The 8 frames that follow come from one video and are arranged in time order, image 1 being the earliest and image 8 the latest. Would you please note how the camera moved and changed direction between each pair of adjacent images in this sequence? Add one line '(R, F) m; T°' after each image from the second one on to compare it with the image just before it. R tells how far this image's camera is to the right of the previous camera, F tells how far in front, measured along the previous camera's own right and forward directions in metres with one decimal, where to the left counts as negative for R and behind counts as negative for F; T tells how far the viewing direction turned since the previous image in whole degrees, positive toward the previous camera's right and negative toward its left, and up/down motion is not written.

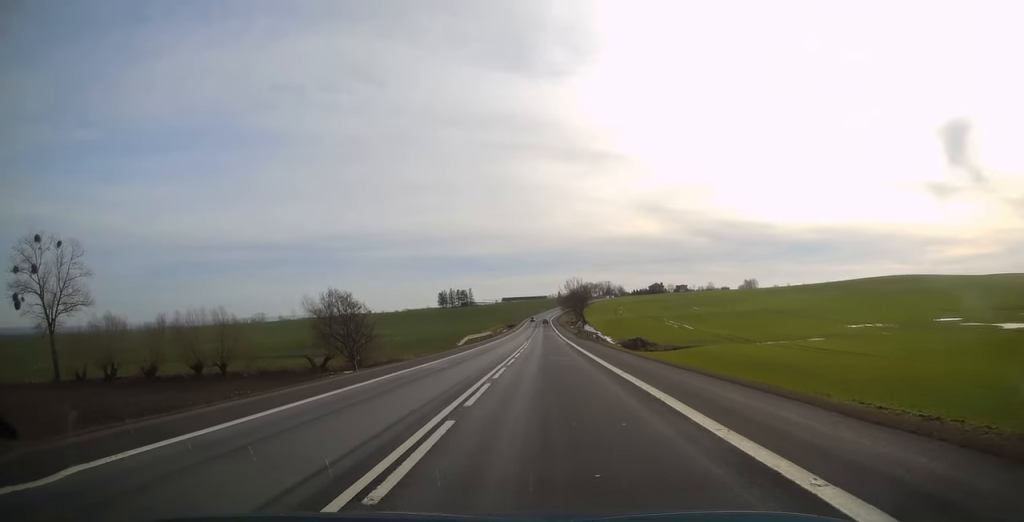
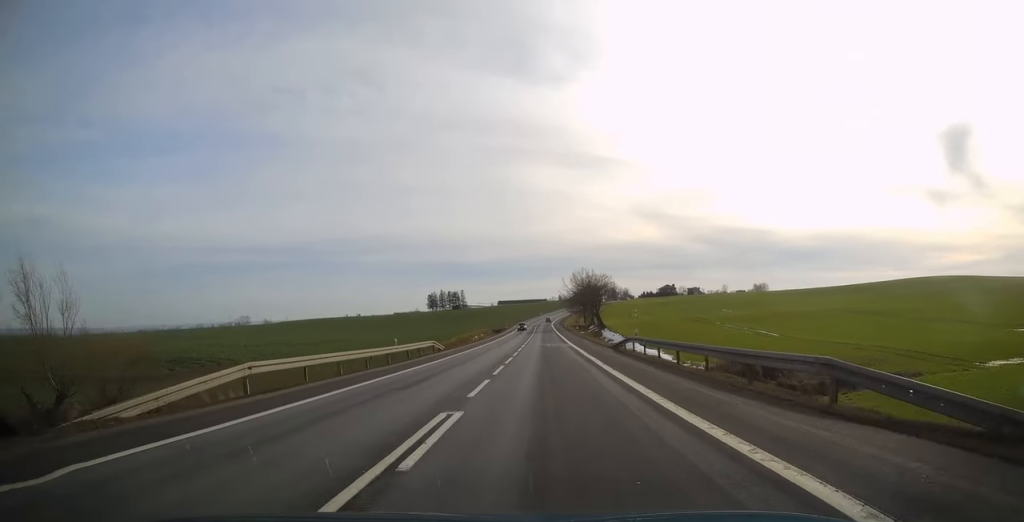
(+0.3, +46.7) m; 0°
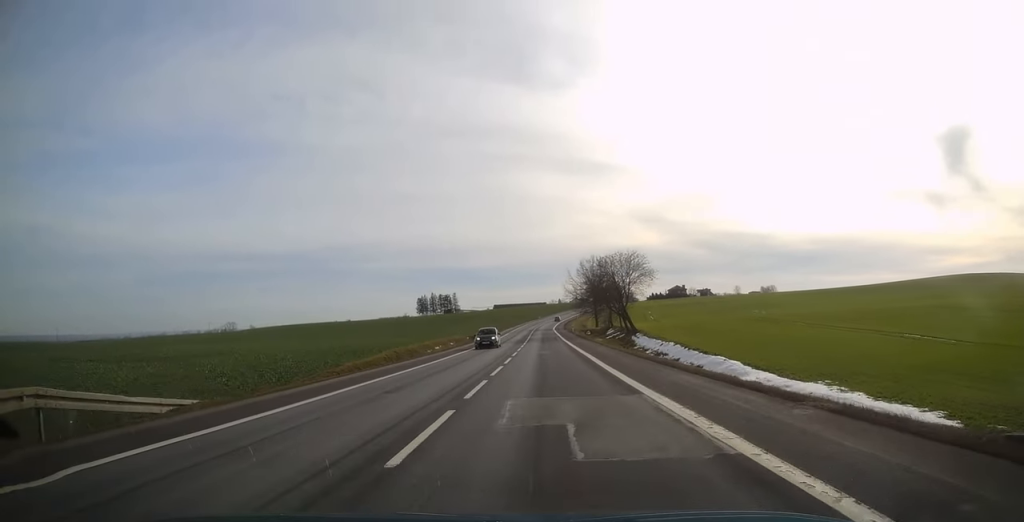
(+0.1, +36.4) m; 0°
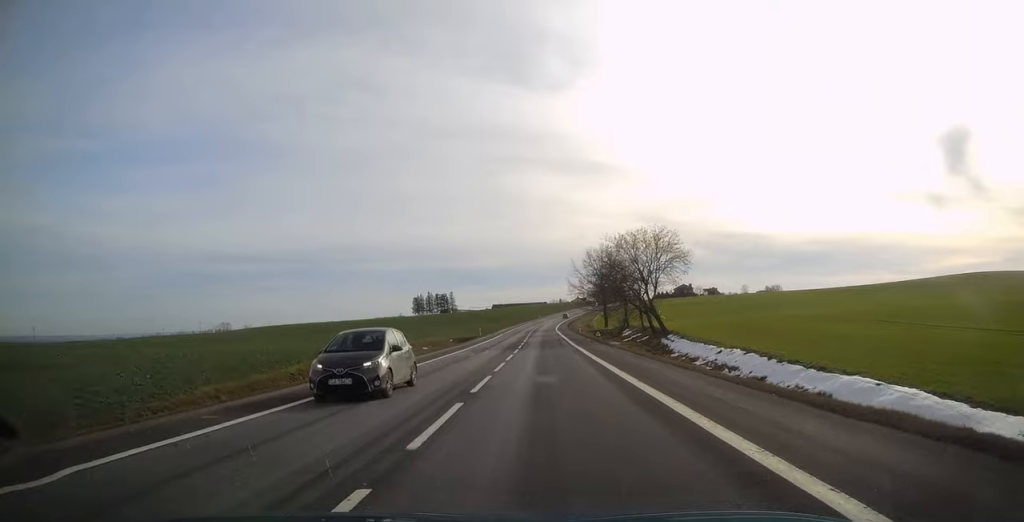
(0.0, +17.1) m; 0°
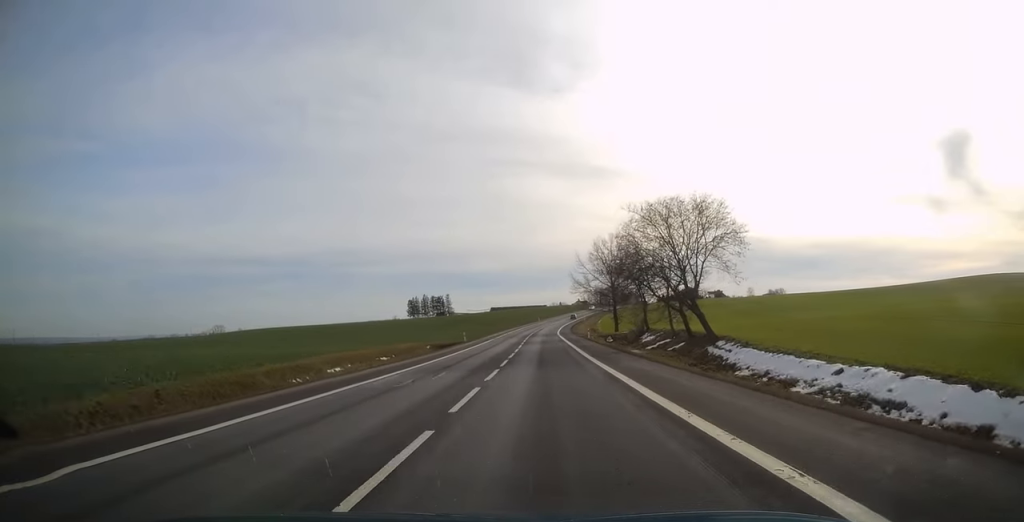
(0.0, +14.9) m; 0°
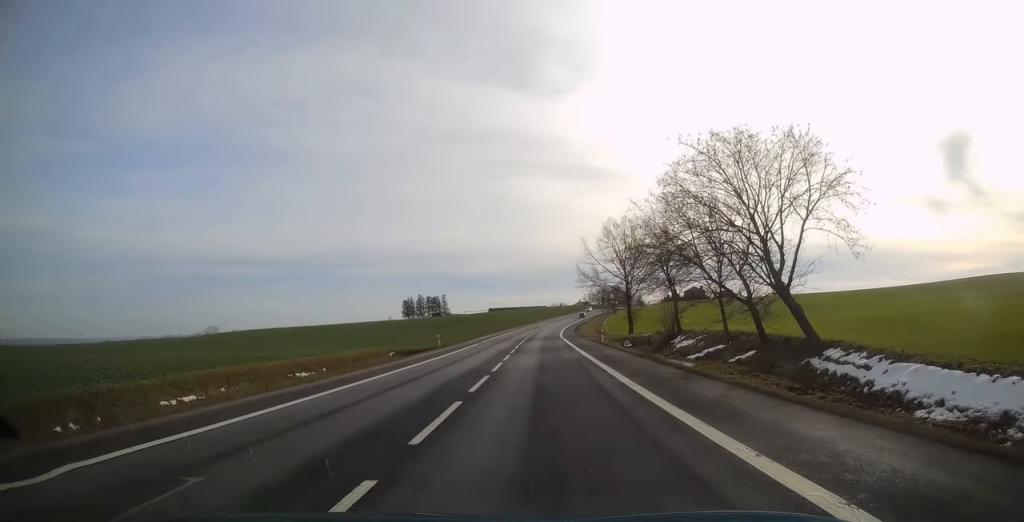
(0.0, +14.9) m; 0°
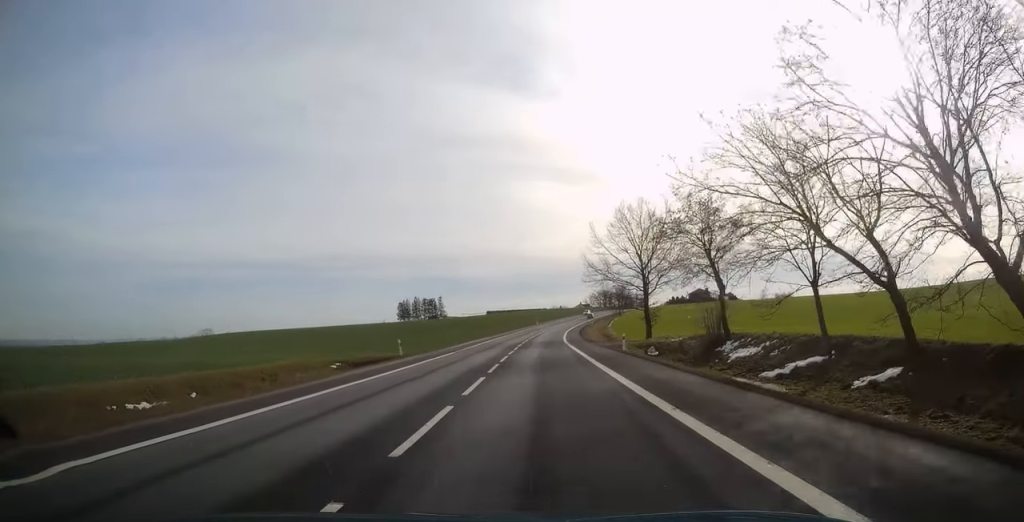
(0.0, +12.7) m; 0°
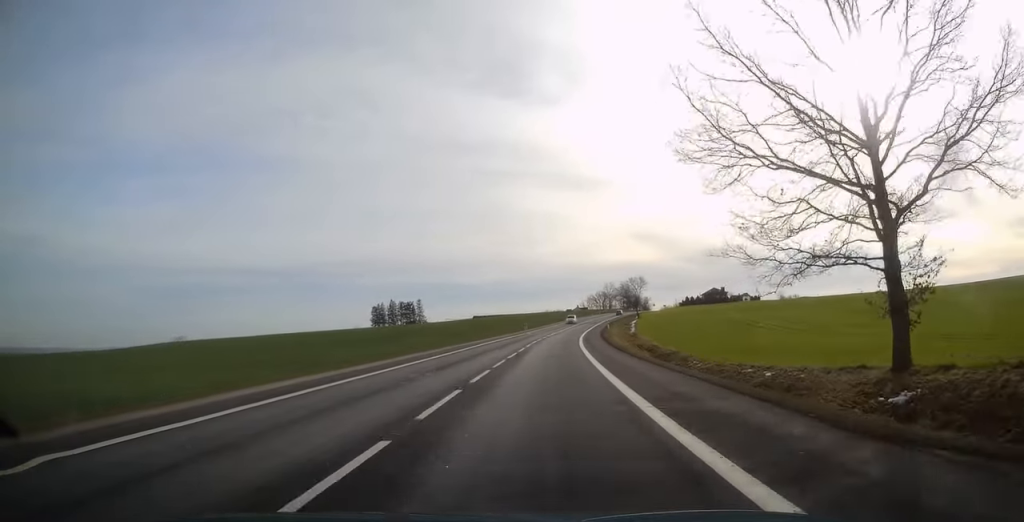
(+0.2, +45.2) m; +1°
